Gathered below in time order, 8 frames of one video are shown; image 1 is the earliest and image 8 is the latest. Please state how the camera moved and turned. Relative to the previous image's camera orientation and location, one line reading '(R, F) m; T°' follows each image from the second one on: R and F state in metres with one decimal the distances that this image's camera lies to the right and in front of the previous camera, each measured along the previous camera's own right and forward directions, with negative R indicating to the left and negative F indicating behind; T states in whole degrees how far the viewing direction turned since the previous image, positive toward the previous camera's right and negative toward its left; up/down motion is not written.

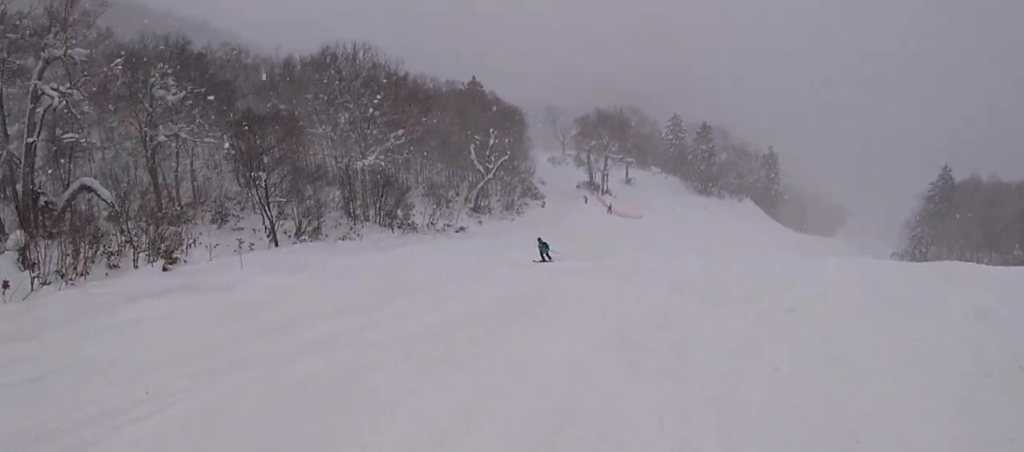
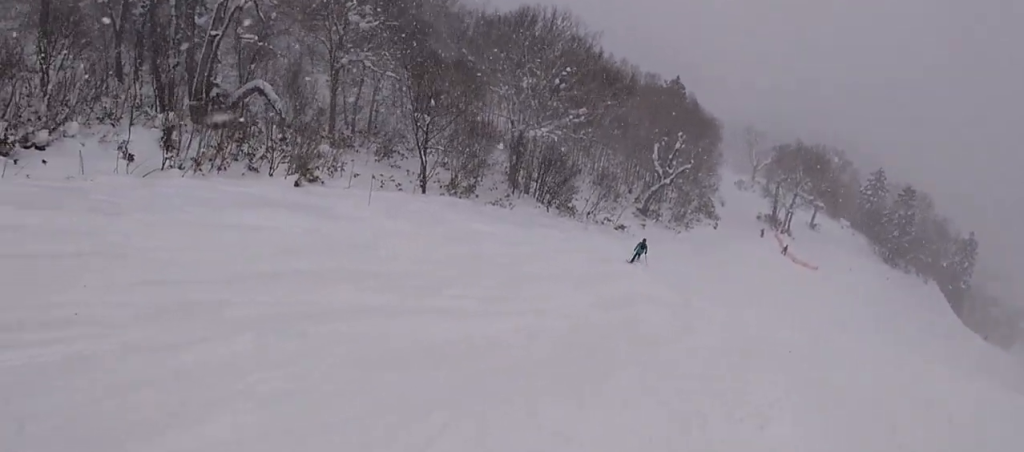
(-1.0, +3.0) m; -21°
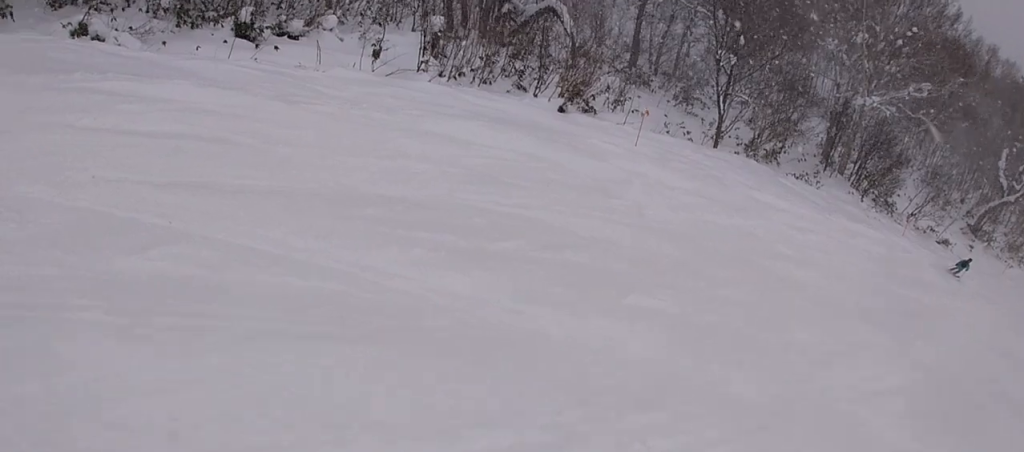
(-0.4, +4.1) m; -22°
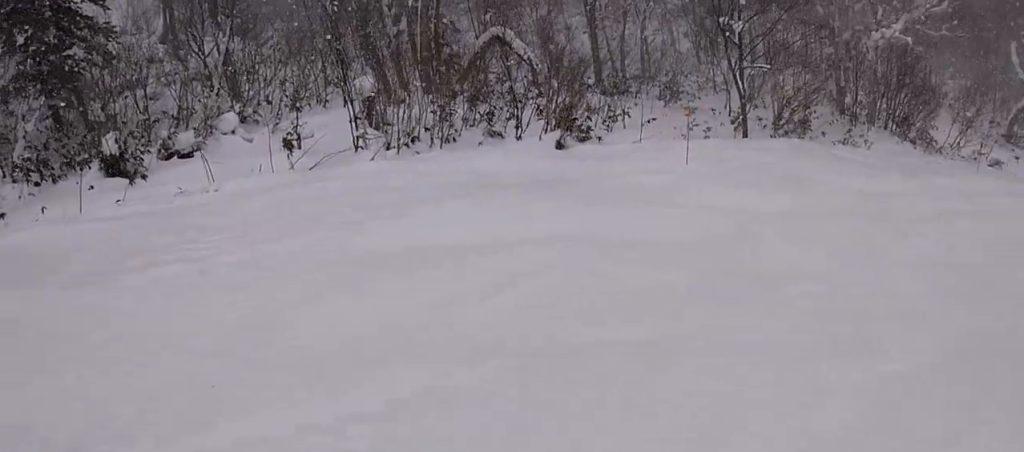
(-2.2, +7.2) m; +7°
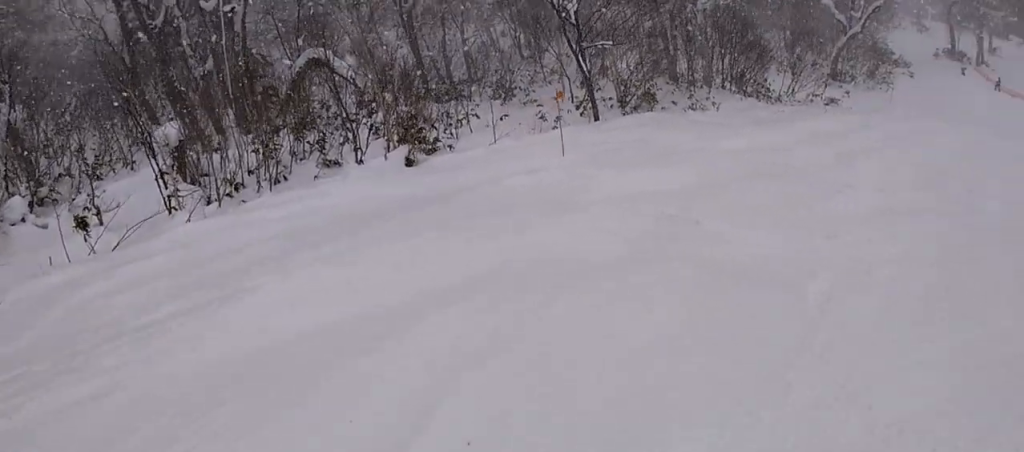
(-0.2, +2.1) m; +27°
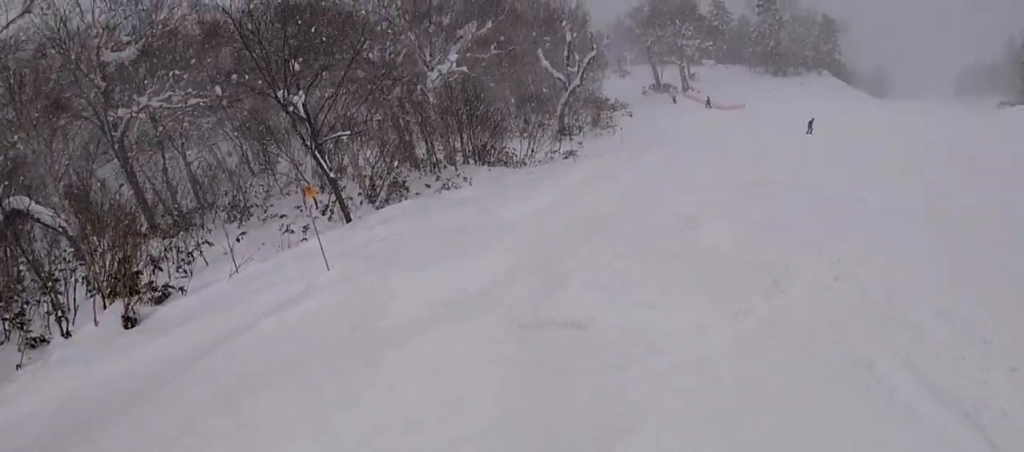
(+1.8, +2.4) m; +29°
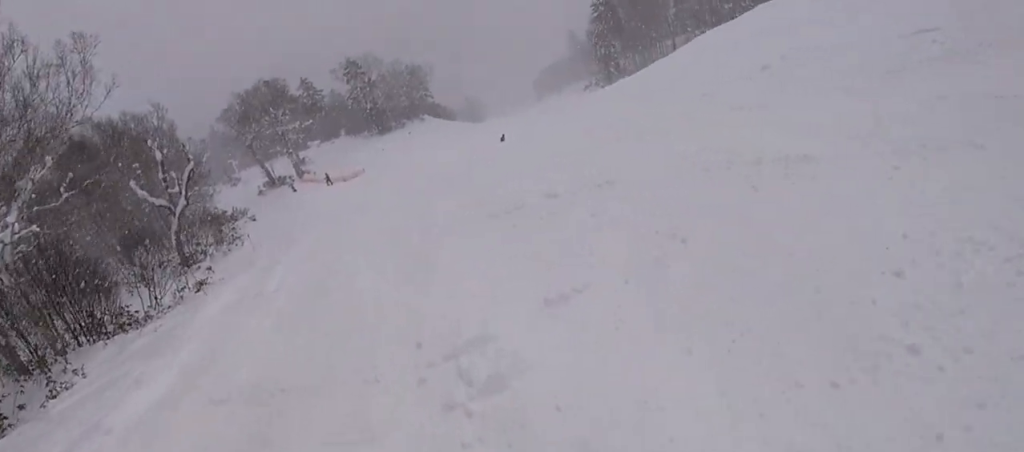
(+0.8, +4.4) m; +22°
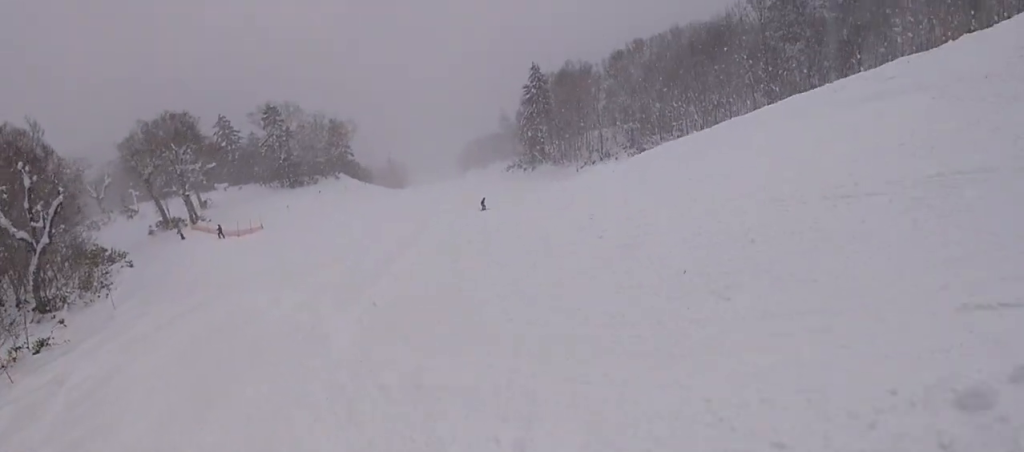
(+0.8, +3.9) m; +21°
